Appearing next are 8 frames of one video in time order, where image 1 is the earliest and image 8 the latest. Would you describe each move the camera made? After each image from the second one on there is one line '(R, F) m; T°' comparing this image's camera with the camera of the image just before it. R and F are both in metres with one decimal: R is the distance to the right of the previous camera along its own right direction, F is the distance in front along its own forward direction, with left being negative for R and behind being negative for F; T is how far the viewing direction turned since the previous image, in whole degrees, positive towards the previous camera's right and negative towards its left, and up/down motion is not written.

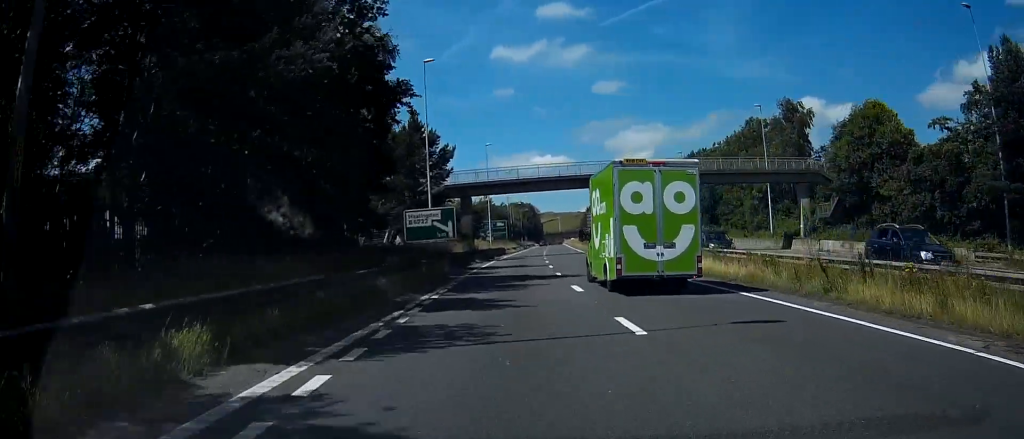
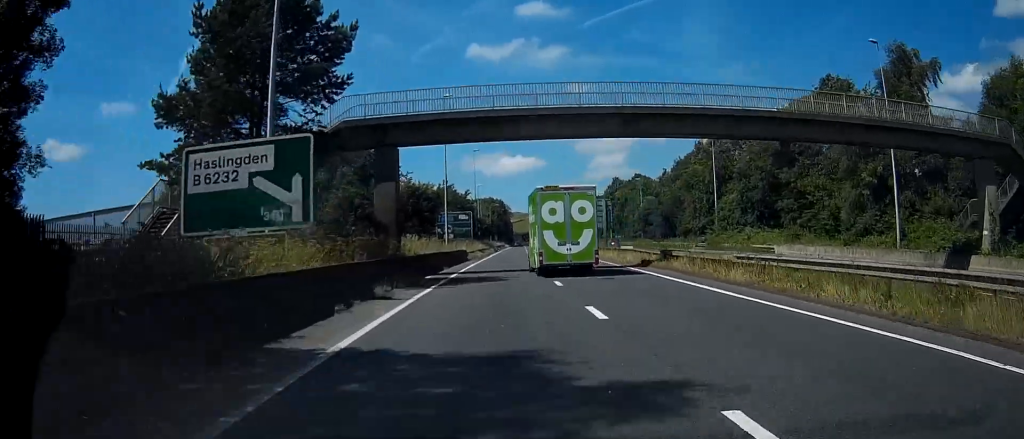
(+0.6, +33.3) m; +2°
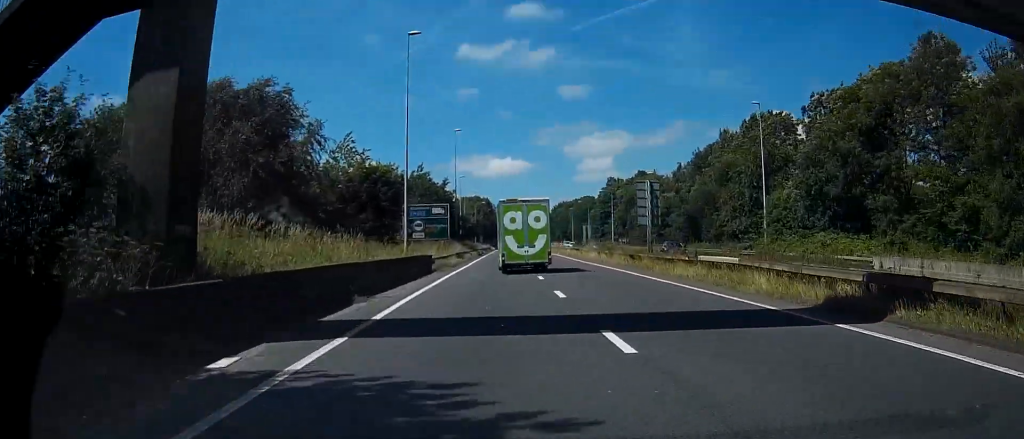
(+0.2, +21.5) m; +1°
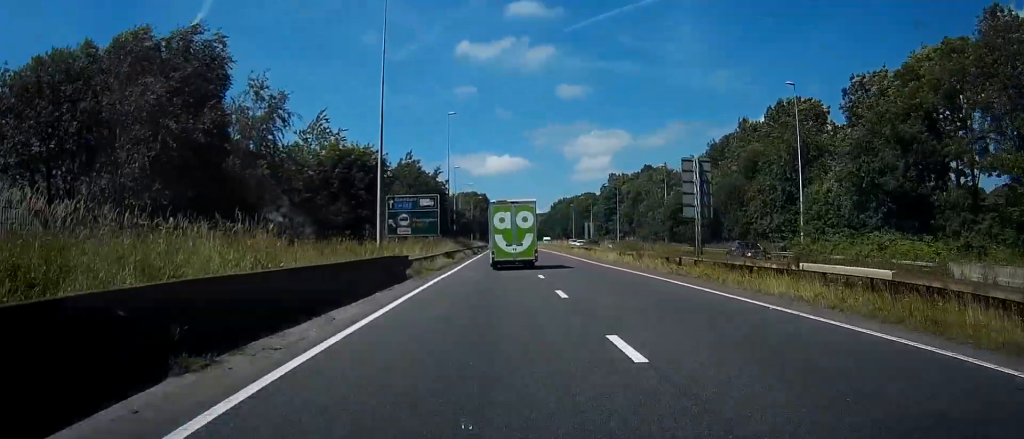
(0.0, +9.6) m; 0°
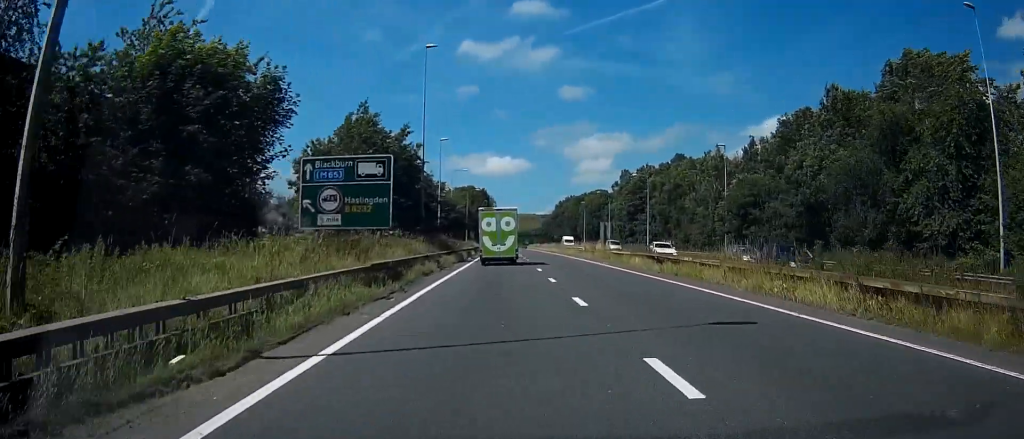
(0.0, +28.1) m; 0°
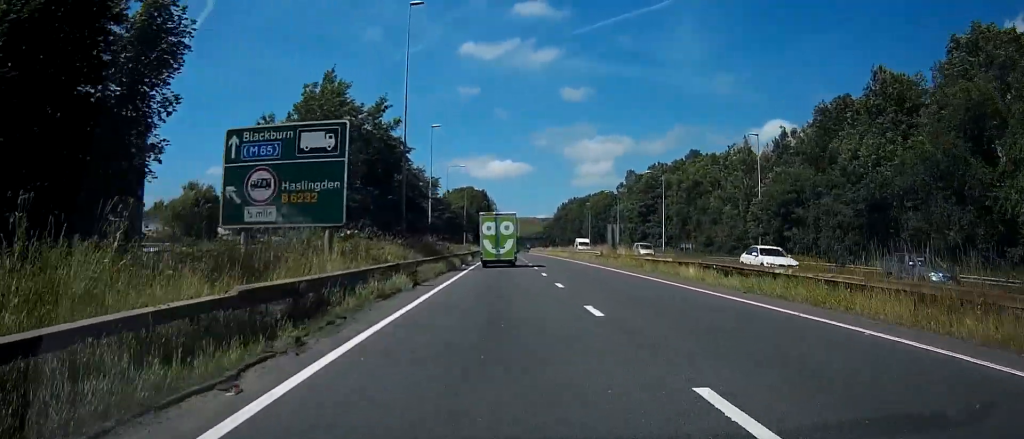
(+0.1, +10.5) m; 0°
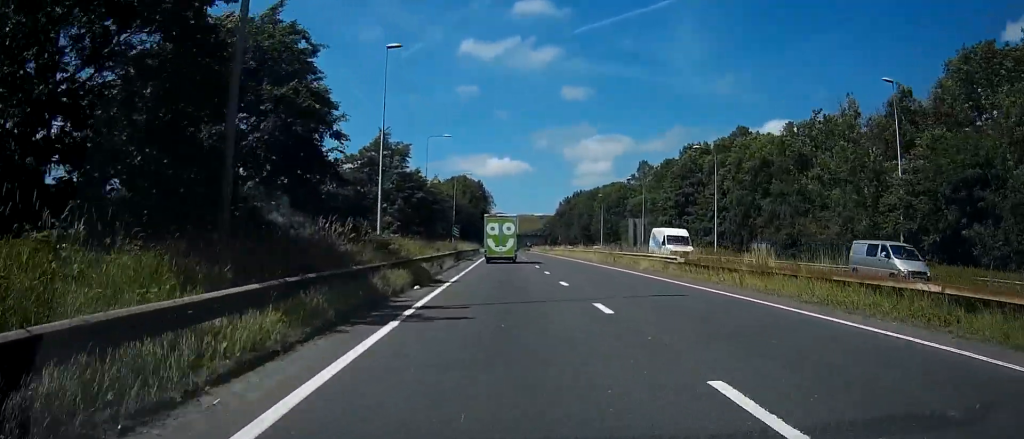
(+0.1, +26.6) m; 0°
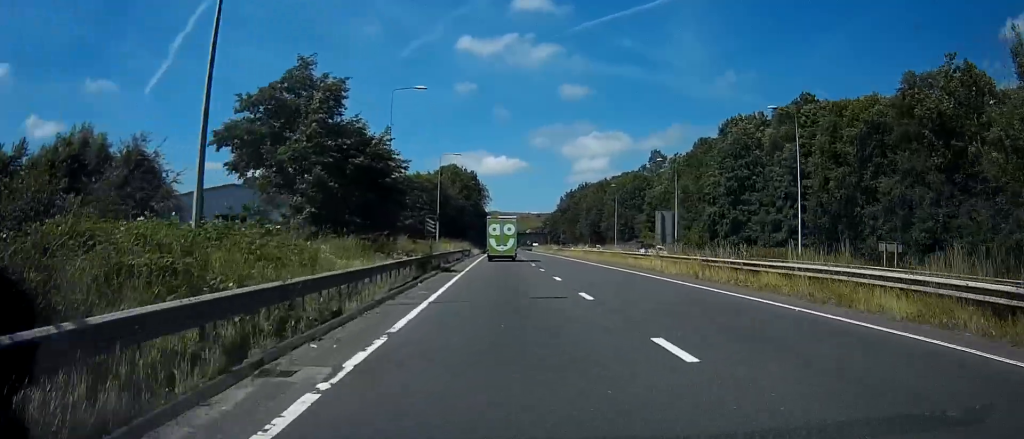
(+0.1, +23.5) m; 0°
